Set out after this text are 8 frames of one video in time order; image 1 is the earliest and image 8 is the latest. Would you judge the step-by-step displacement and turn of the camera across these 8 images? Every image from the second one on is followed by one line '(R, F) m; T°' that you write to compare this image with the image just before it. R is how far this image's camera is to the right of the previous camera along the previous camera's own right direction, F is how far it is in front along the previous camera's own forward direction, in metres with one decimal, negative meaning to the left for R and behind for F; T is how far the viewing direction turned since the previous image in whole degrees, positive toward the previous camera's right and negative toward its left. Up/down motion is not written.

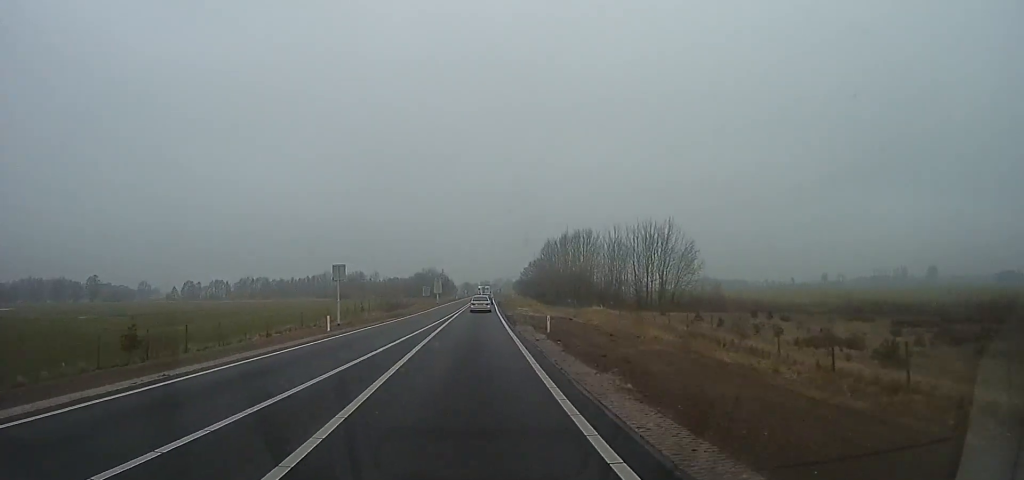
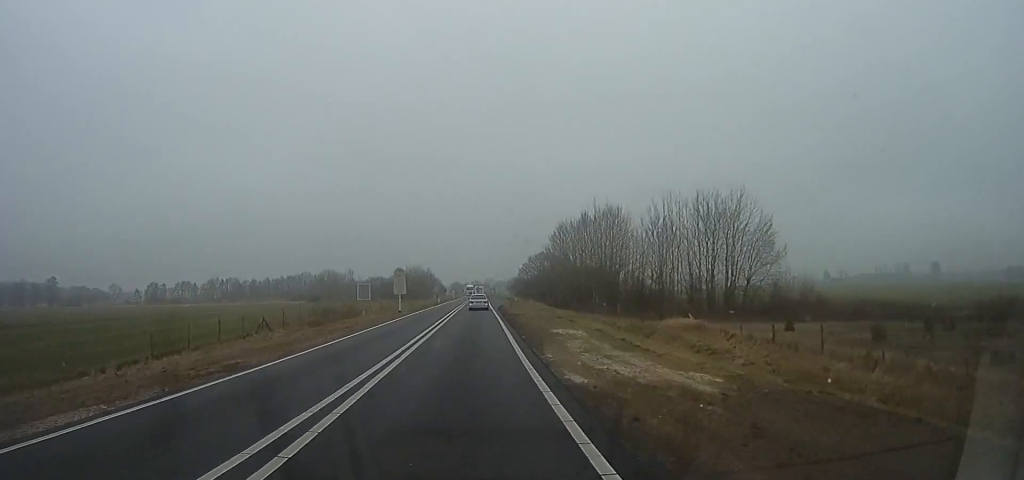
(+0.3, +31.0) m; +1°
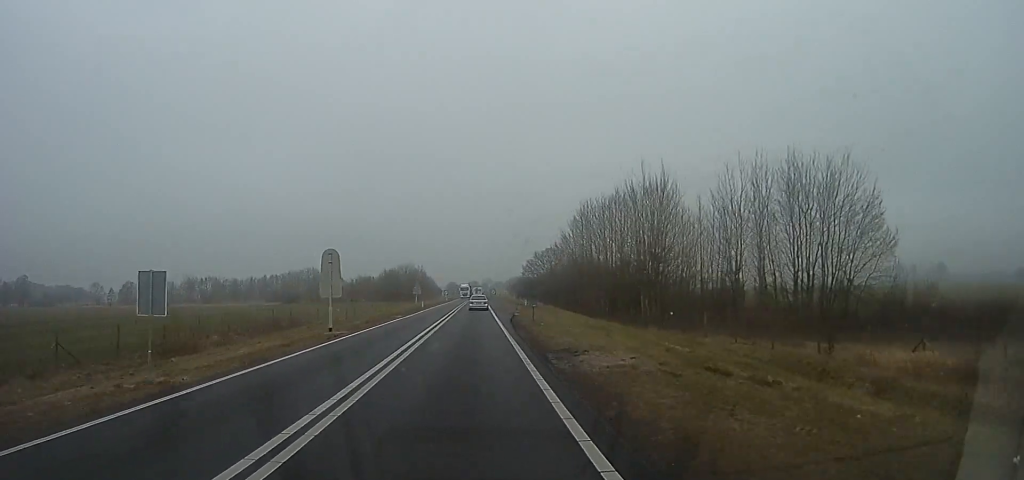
(+0.5, +22.2) m; 0°
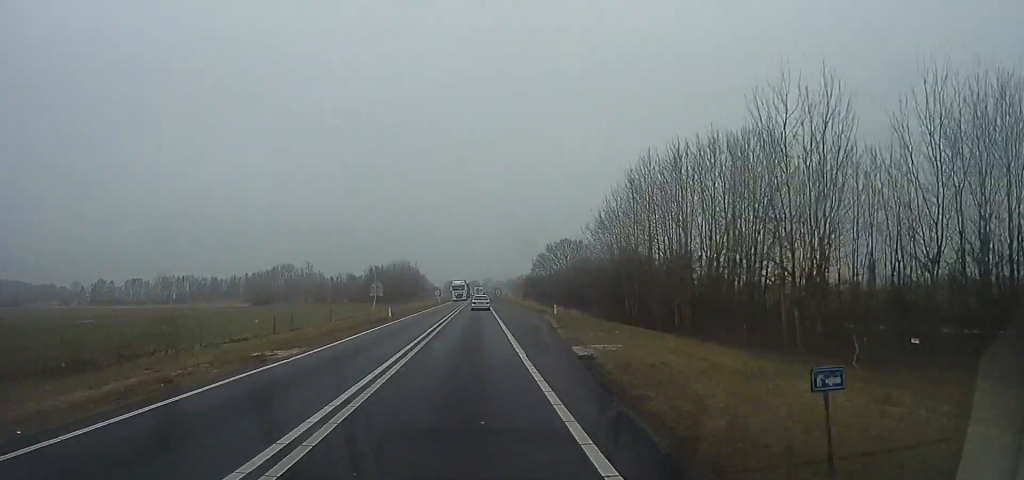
(-0.5, +24.5) m; 0°
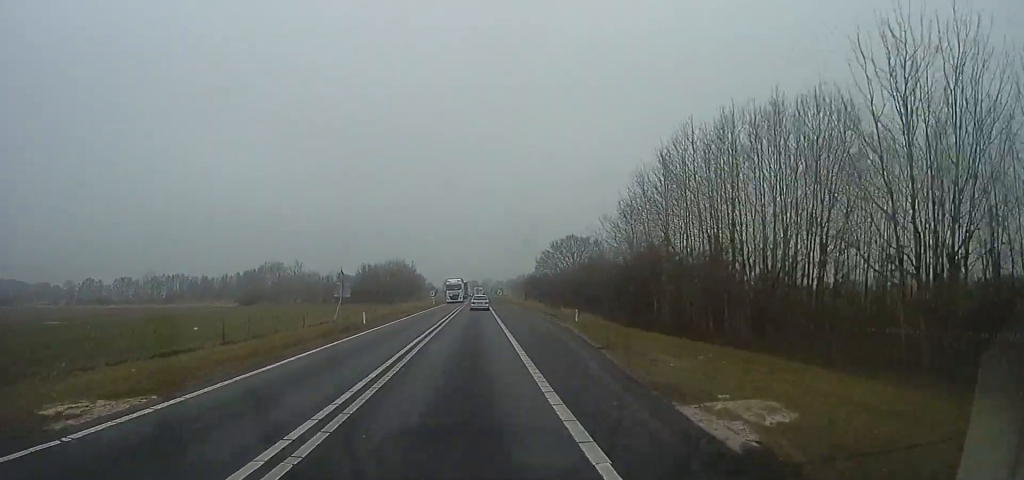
(+0.2, +9.1) m; 0°
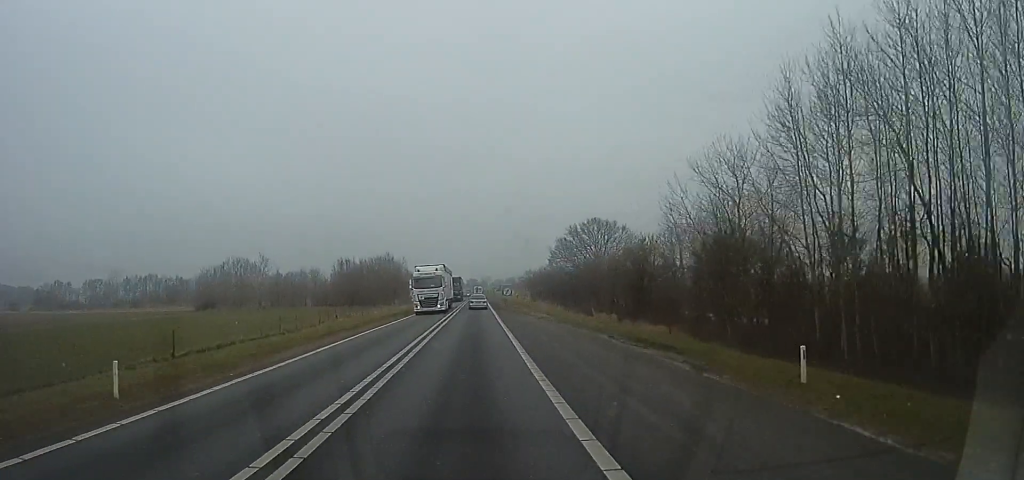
(+0.1, +23.0) m; 0°
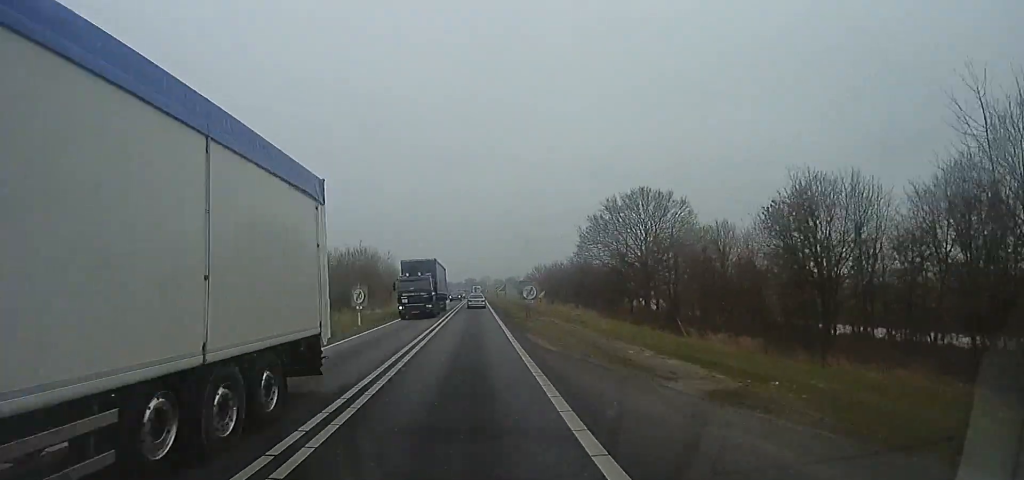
(-0.1, +26.8) m; 0°
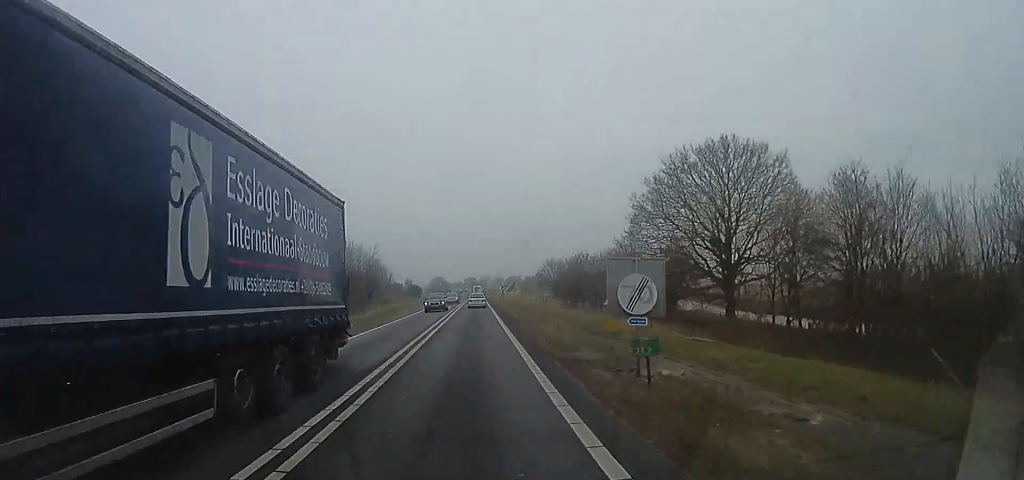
(+0.1, +21.5) m; 0°
